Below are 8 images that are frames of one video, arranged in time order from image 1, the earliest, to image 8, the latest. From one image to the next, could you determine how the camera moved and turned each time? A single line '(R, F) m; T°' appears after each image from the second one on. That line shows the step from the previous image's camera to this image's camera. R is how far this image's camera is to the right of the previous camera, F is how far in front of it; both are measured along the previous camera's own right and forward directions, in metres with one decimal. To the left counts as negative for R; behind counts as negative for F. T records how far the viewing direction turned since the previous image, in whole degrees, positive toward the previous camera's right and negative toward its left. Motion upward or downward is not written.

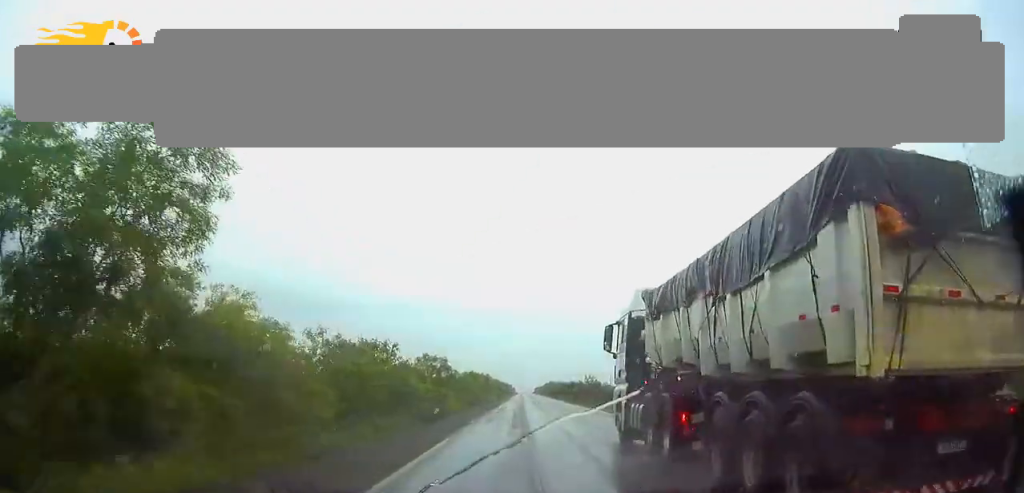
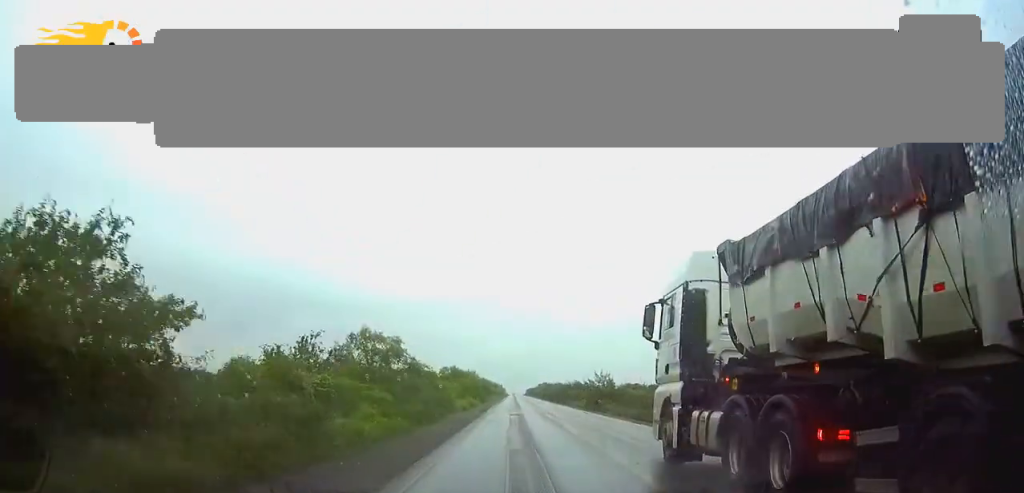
(+0.1, +24.6) m; +1°
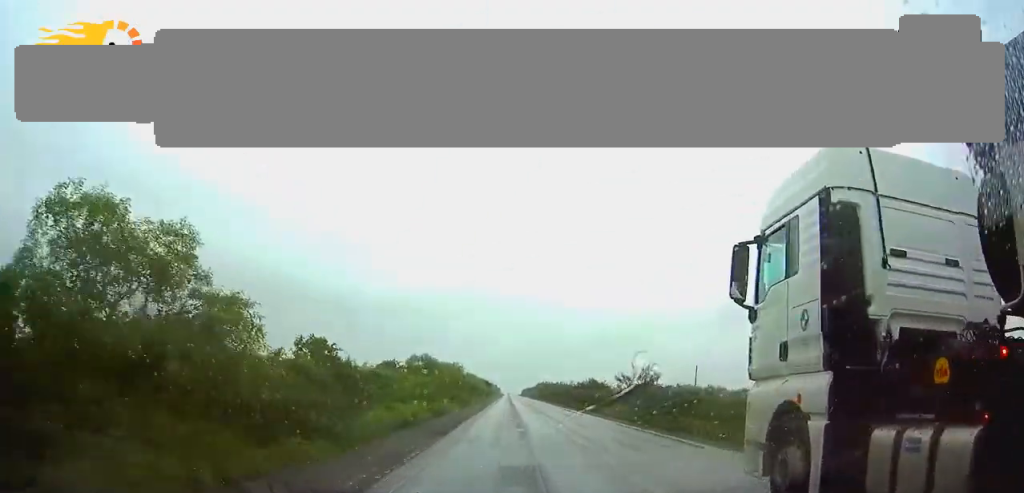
(+0.2, +27.8) m; +1°
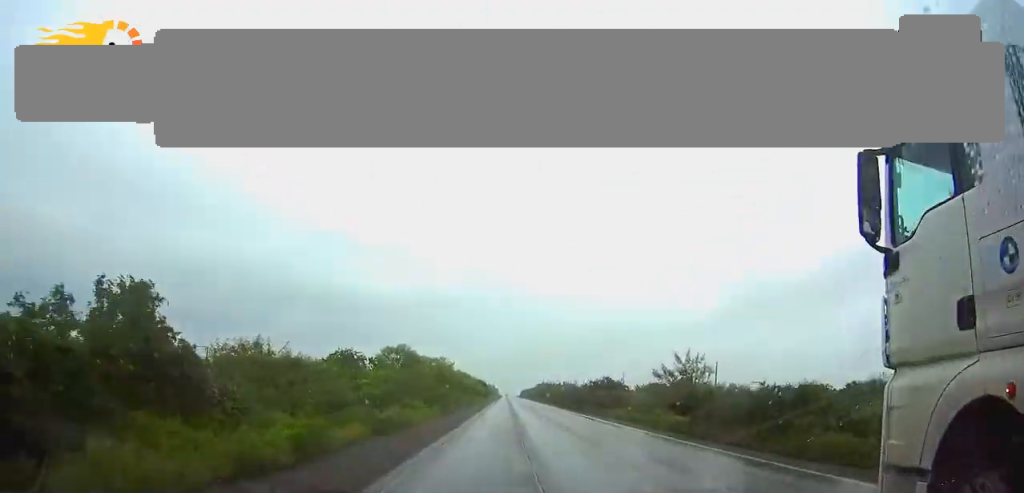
(+0.1, +14.5) m; 0°
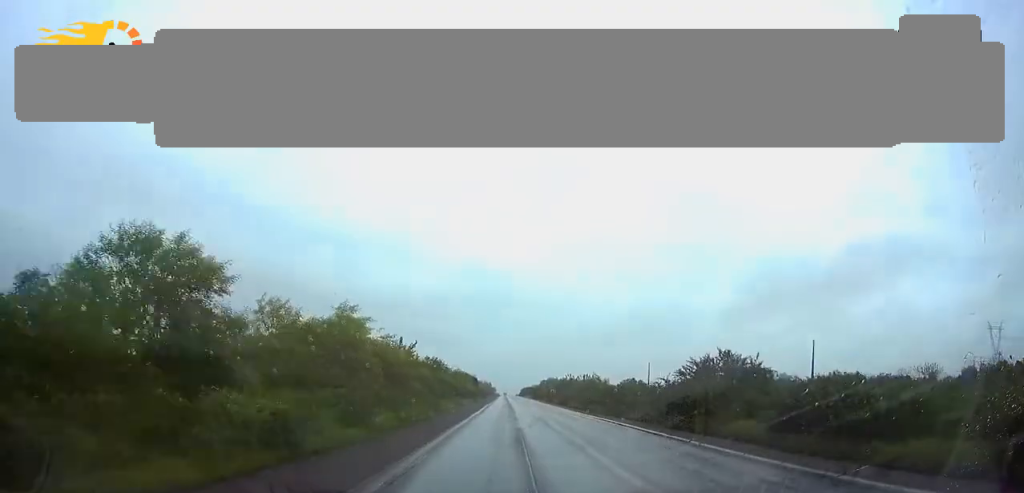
(-0.2, +41.0) m; 0°
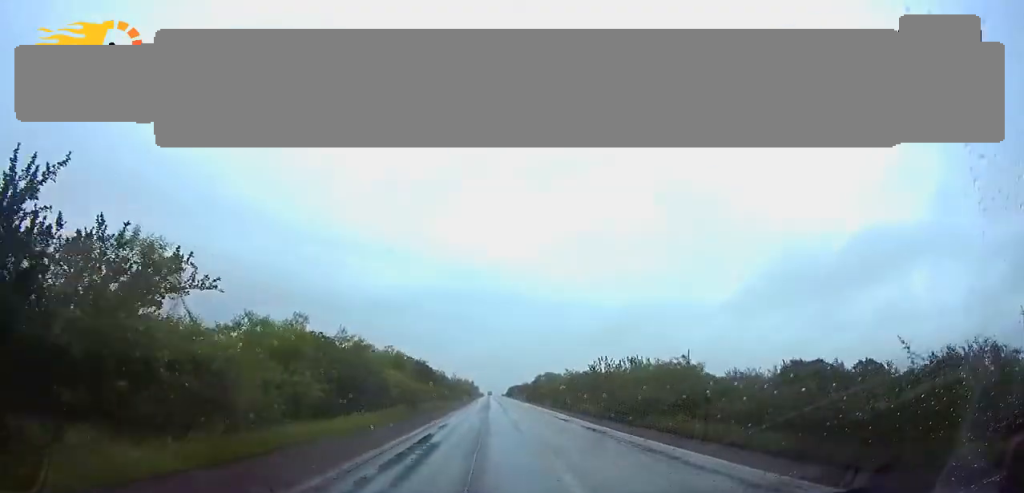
(+0.8, +51.0) m; +2°
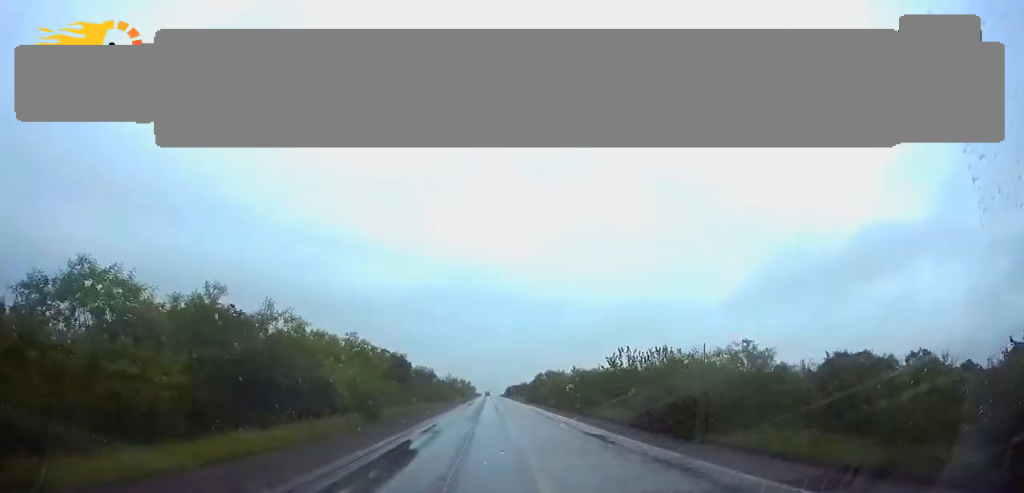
(+0.1, +11.8) m; 0°
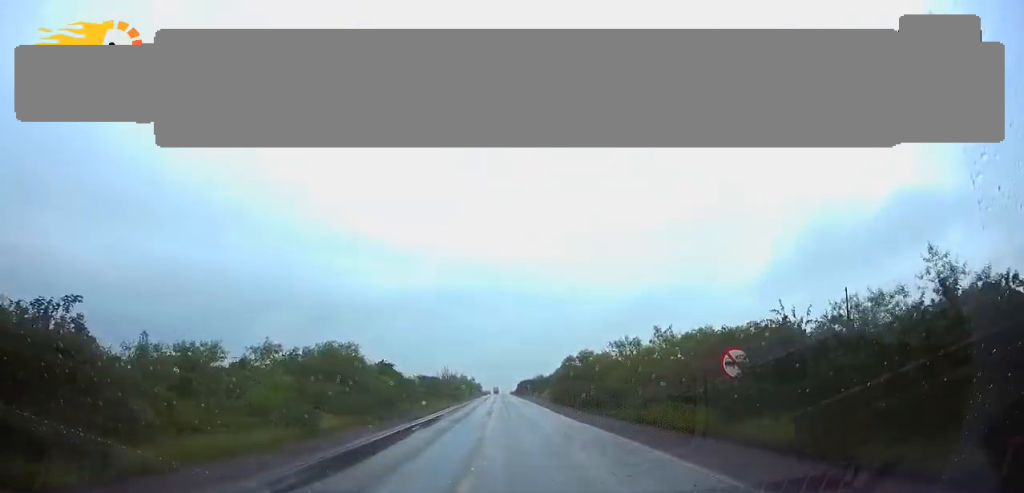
(-0.3, +49.4) m; -1°
